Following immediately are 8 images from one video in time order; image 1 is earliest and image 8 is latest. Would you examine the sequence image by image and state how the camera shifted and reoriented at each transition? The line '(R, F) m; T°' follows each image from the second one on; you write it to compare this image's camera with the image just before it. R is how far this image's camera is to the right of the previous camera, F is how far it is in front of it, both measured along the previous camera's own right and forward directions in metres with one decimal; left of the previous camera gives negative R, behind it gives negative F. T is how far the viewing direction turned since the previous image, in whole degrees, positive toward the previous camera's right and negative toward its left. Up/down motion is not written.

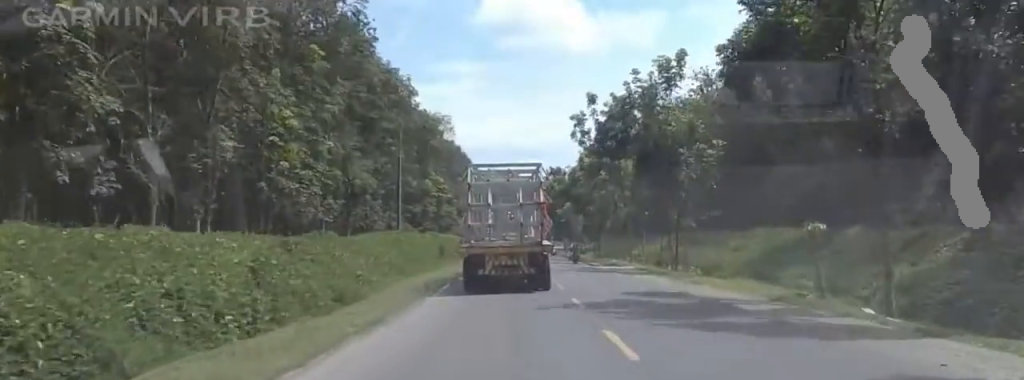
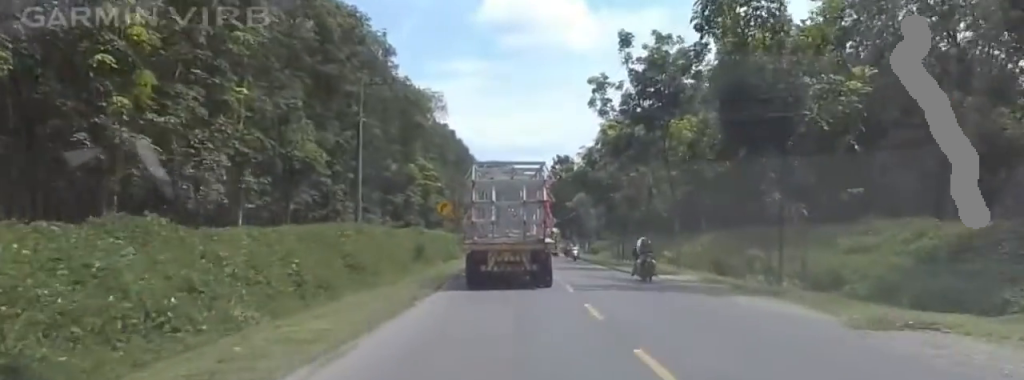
(0.0, +18.3) m; 0°
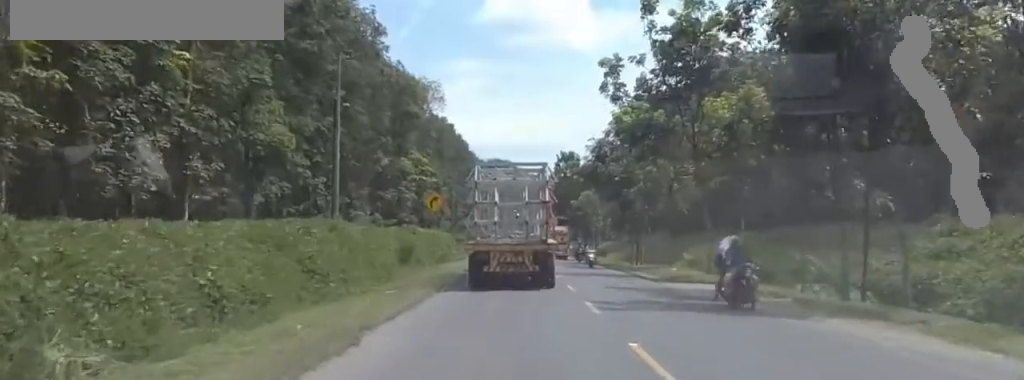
(0.0, +6.8) m; 0°
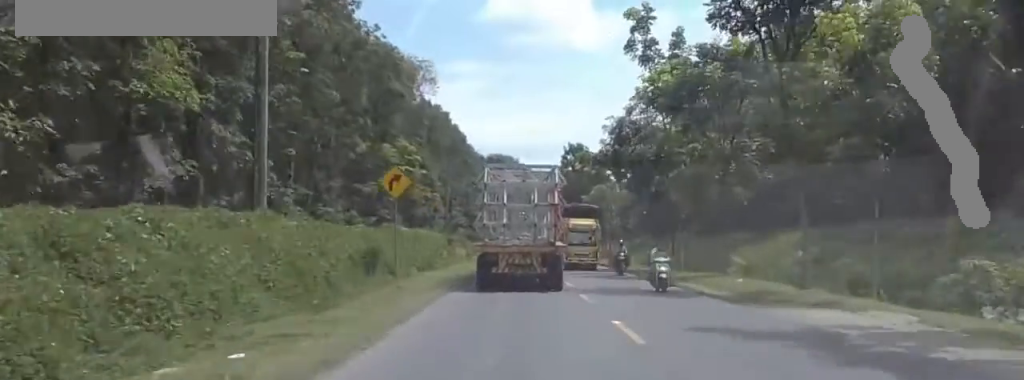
(0.0, +12.6) m; 0°
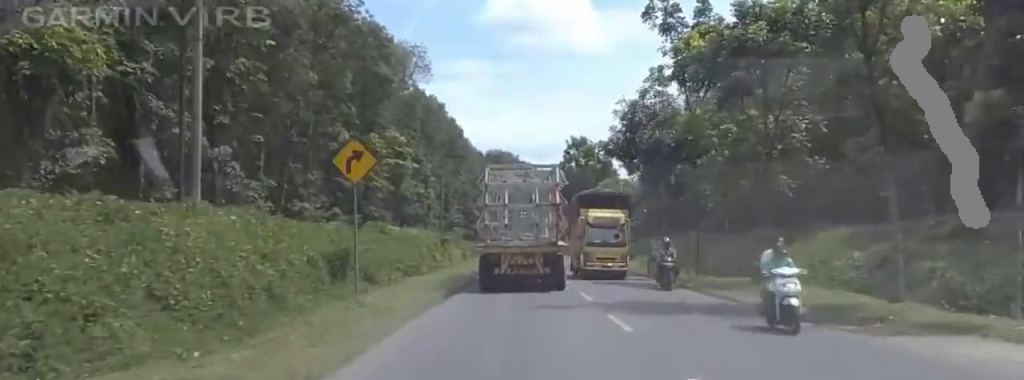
(0.0, +6.3) m; 0°
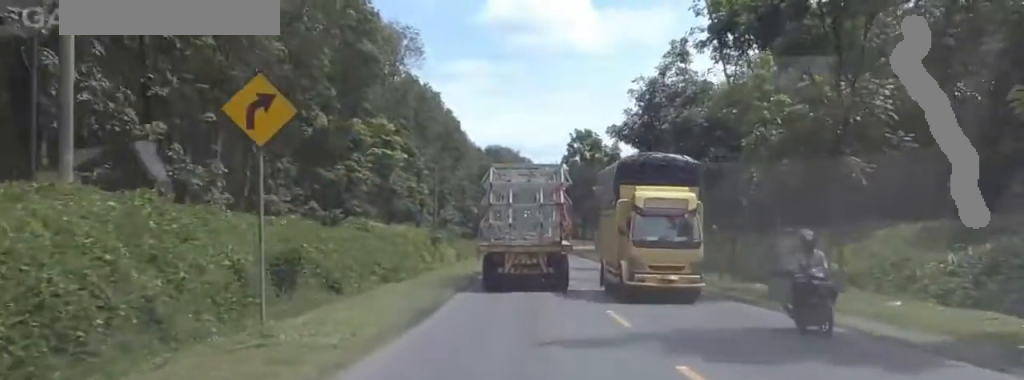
(0.0, +6.9) m; 0°
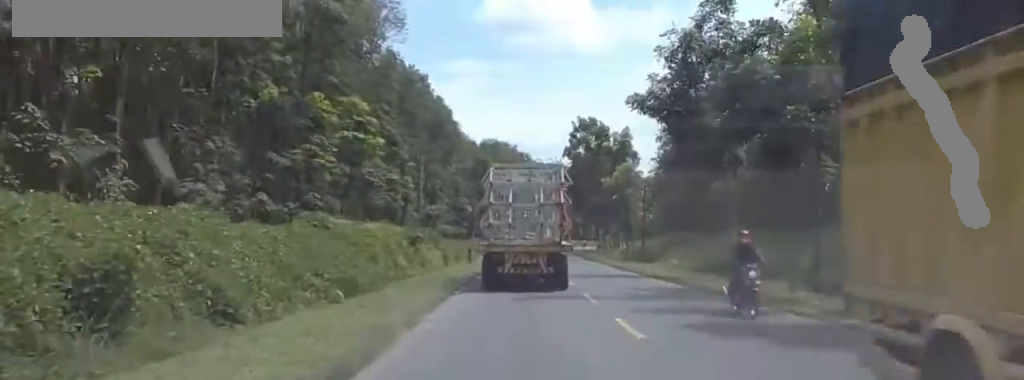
(0.0, +9.7) m; 0°
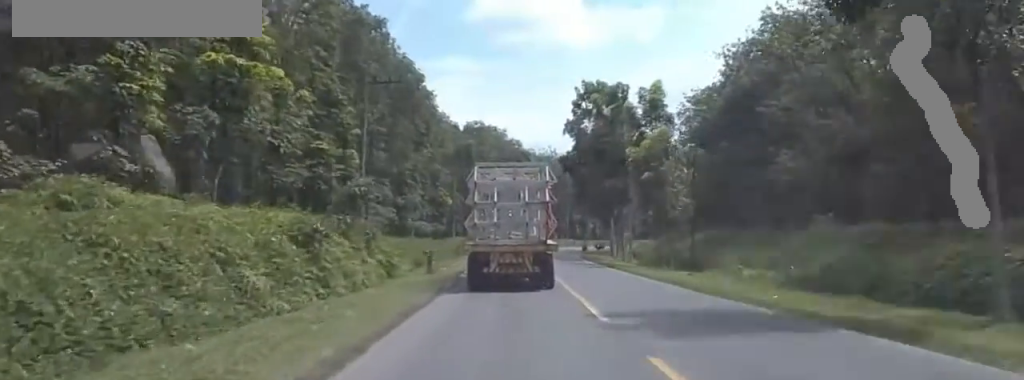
(0.0, +20.7) m; +5°
